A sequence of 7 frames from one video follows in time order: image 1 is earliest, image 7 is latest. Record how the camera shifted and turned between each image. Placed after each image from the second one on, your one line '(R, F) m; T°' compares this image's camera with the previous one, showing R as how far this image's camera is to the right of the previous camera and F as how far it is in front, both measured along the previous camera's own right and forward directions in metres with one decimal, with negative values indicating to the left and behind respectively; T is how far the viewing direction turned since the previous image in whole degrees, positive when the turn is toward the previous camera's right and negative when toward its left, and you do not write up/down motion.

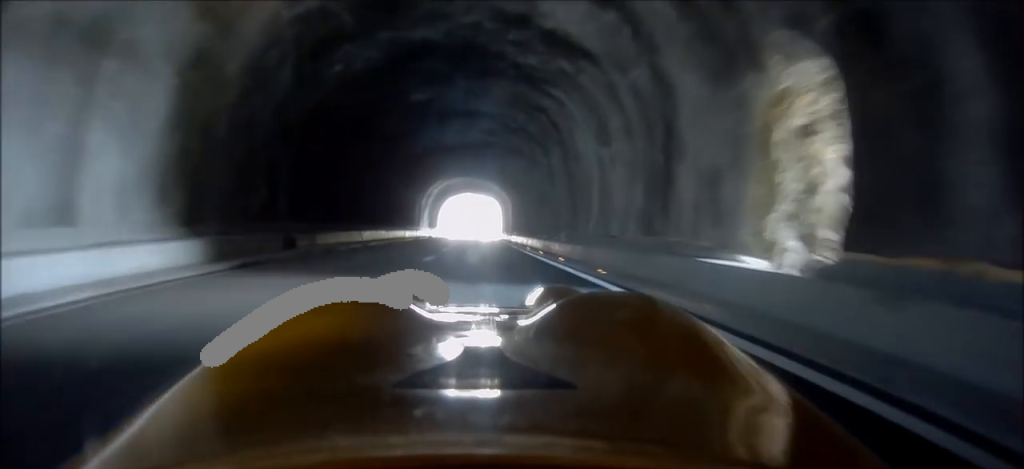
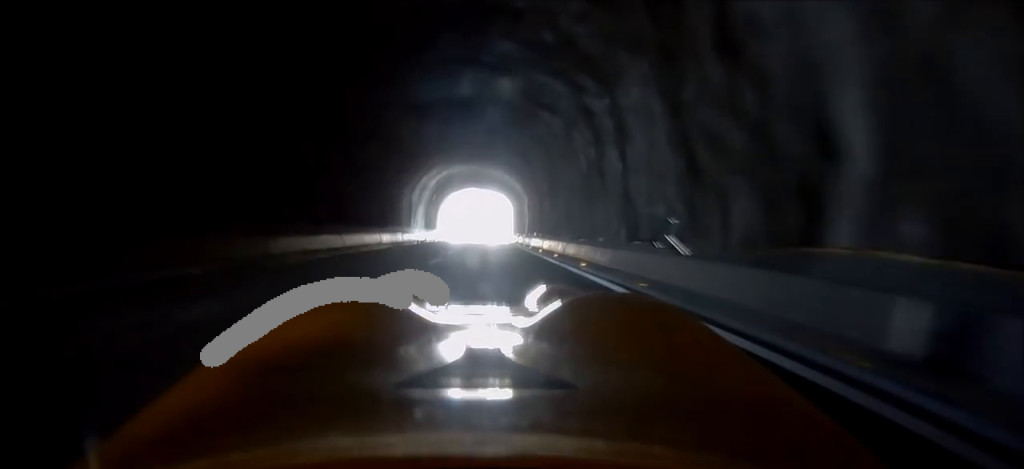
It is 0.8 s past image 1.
(0.0, +9.8) m; 0°
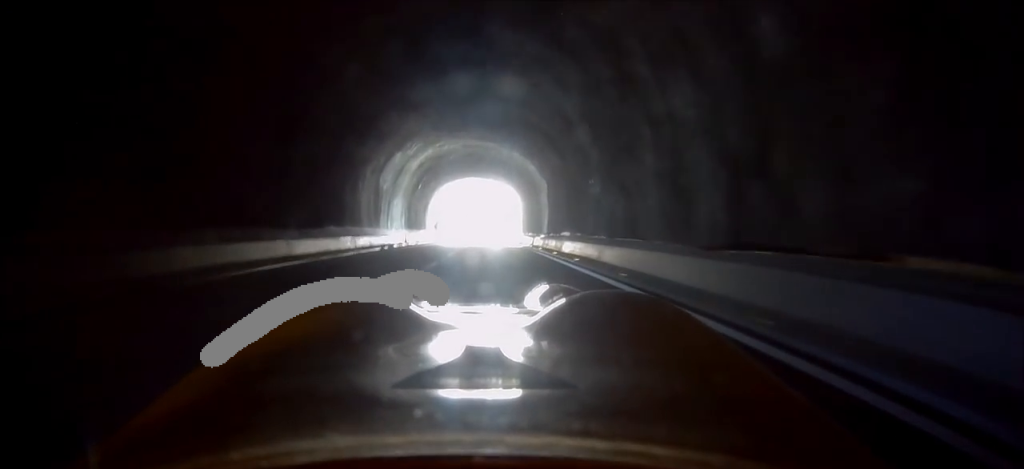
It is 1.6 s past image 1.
(0.0, +10.9) m; 0°
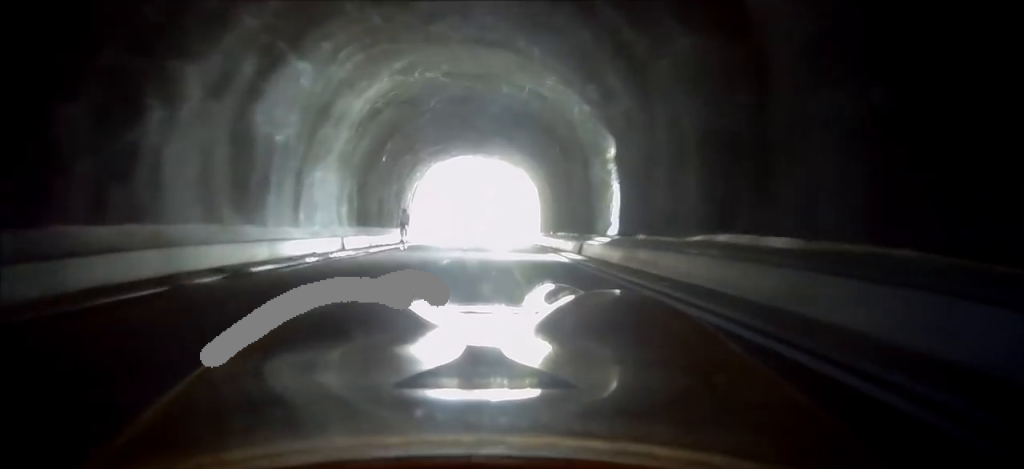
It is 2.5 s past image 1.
(0.0, +12.6) m; +3°
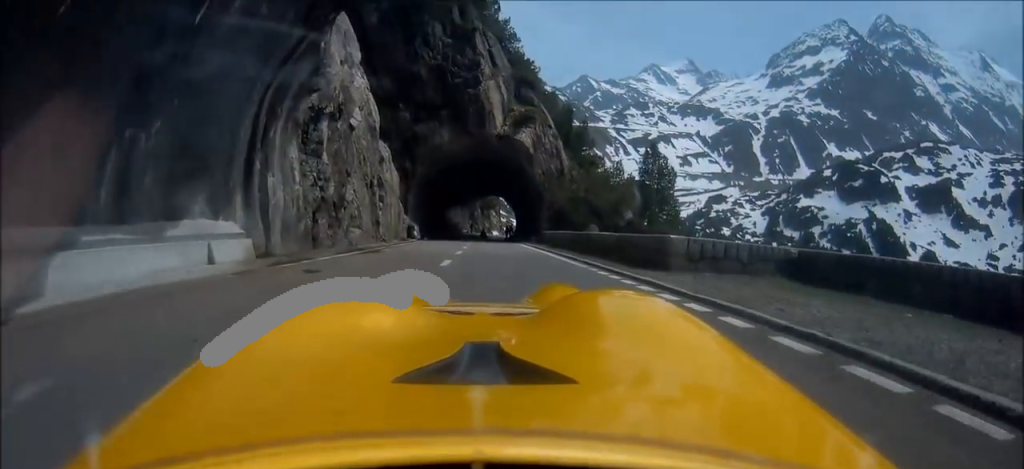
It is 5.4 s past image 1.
(-0.4, +37.8) m; -12°
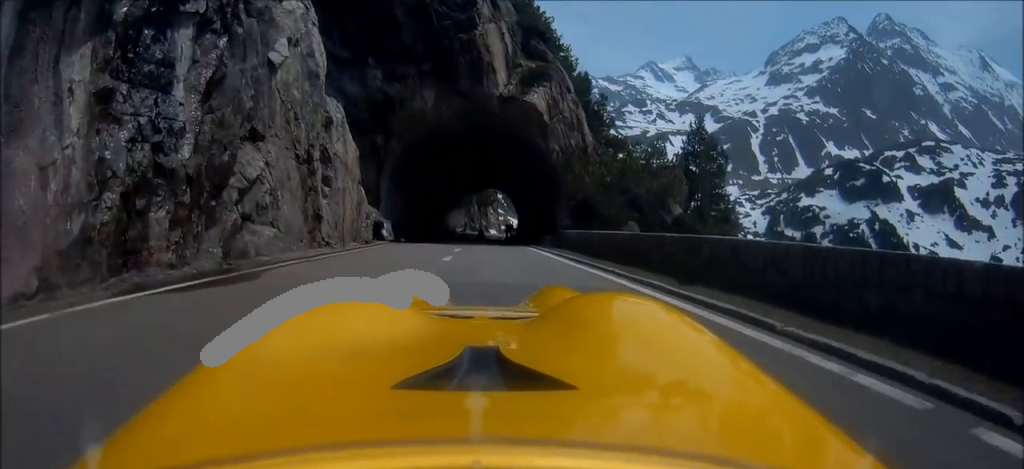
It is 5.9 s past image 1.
(+0.1, +7.4) m; -7°
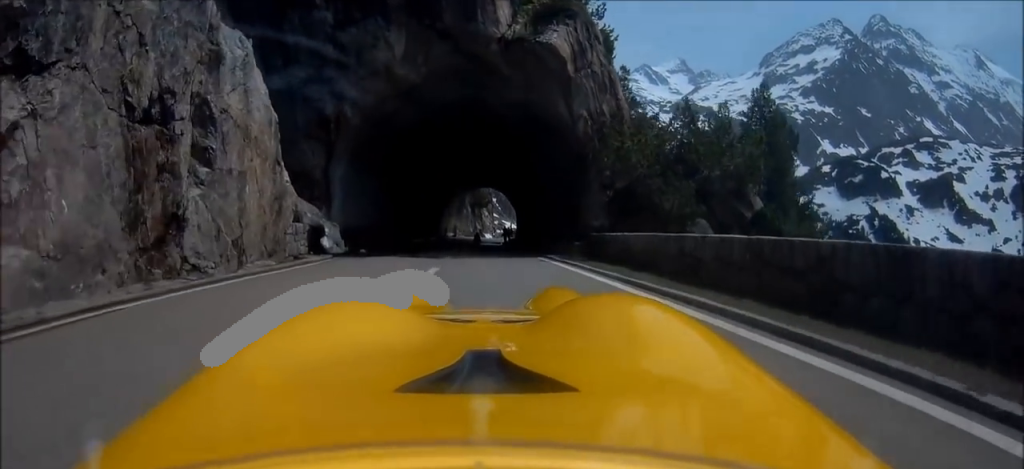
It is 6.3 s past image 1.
(-0.5, +6.9) m; -4°
